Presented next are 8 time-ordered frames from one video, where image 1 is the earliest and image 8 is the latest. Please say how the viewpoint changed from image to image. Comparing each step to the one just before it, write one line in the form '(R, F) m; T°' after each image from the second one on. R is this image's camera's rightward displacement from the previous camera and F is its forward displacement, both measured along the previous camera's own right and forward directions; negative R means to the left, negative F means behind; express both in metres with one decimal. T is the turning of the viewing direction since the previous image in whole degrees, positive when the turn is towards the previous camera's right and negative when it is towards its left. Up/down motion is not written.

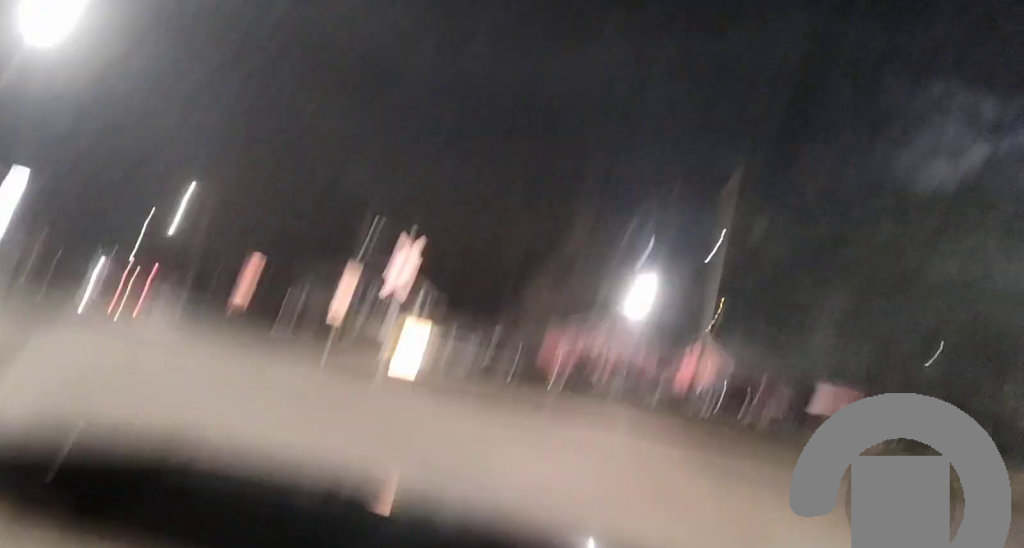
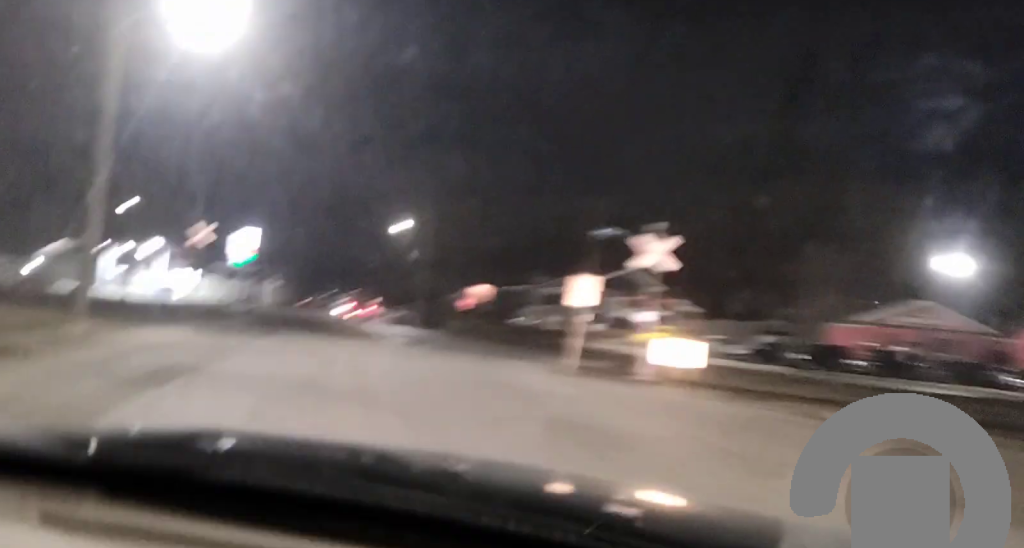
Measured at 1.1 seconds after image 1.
(-0.7, +5.5) m; -14°
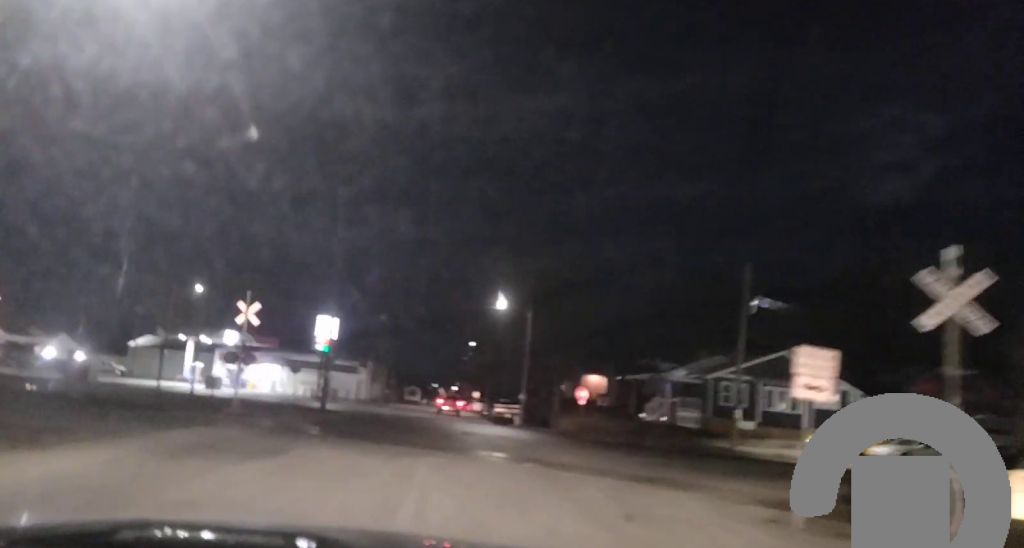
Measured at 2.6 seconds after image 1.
(-1.2, +9.1) m; -9°
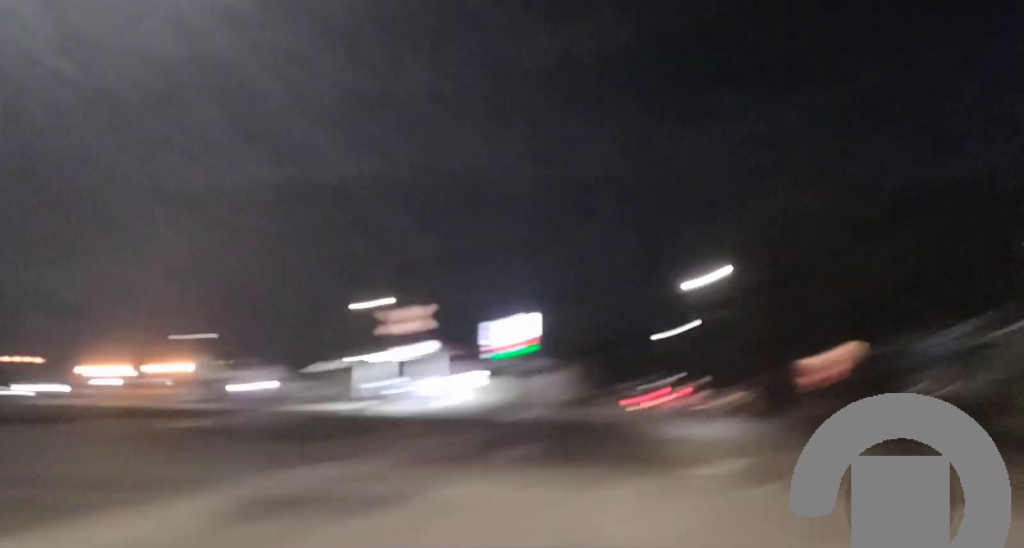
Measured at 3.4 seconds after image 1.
(+0.2, +5.0) m; -1°
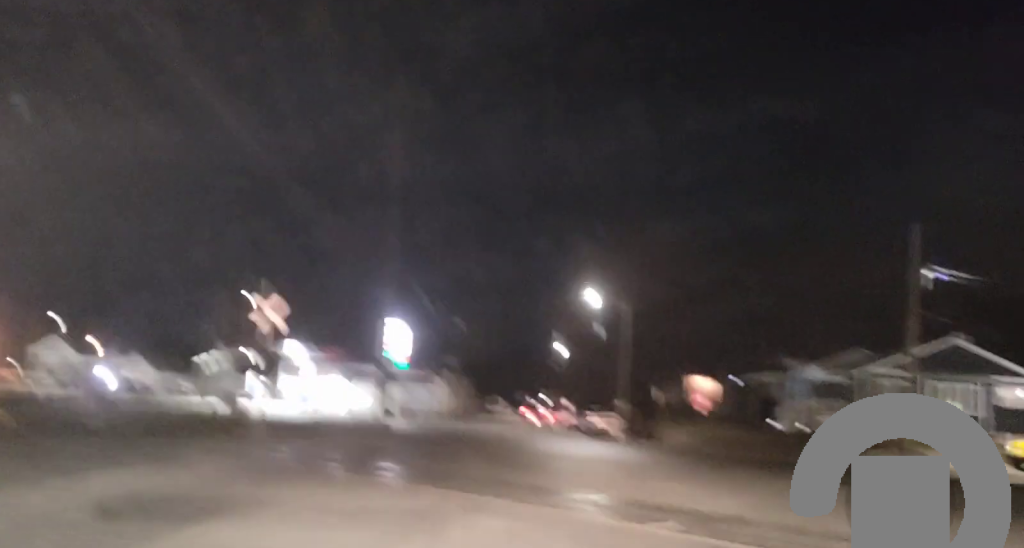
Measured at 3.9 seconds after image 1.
(-0.2, +3.2) m; +1°
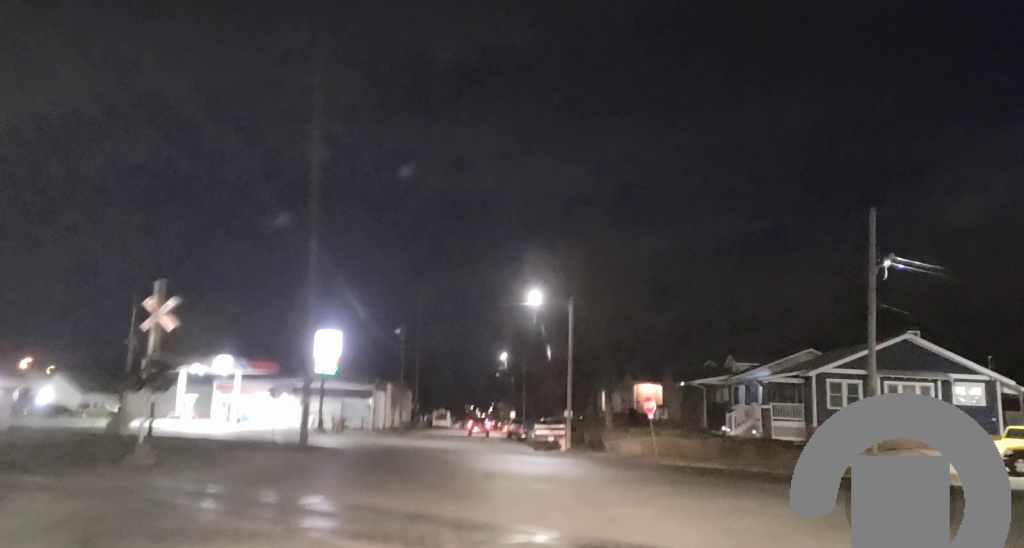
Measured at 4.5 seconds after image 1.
(-0.2, +3.8) m; +1°
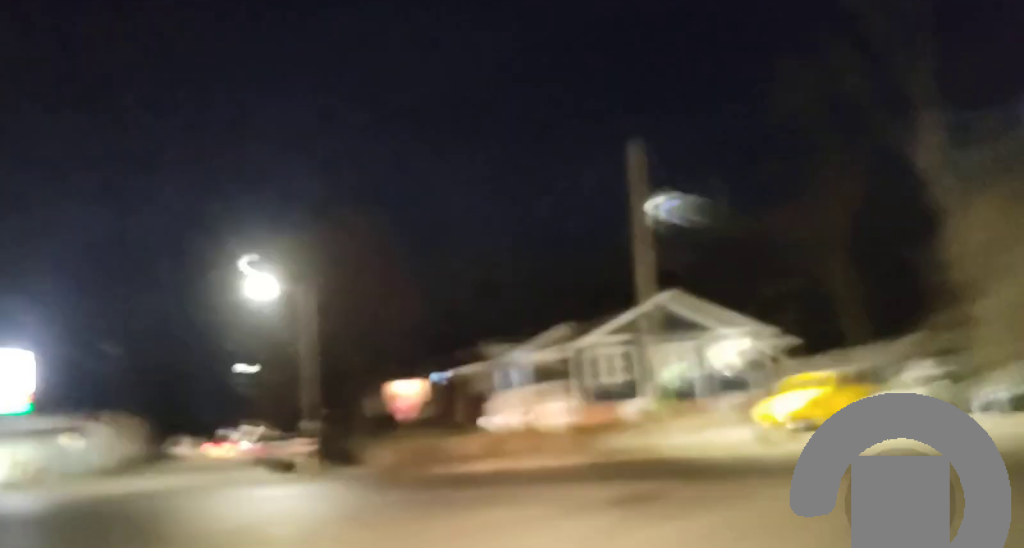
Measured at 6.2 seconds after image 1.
(+0.7, +9.4) m; +13°
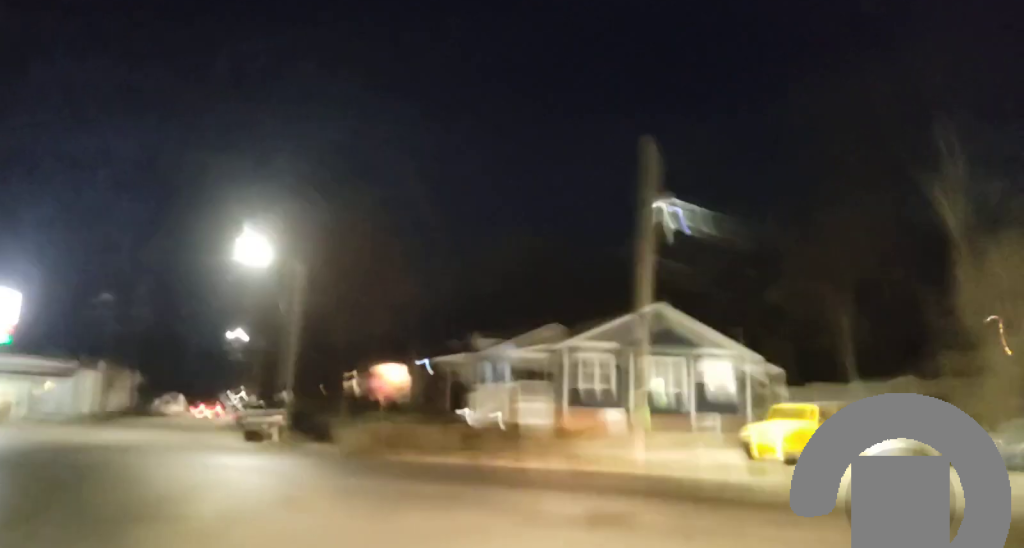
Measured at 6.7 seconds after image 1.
(+0.1, +2.2) m; +5°
